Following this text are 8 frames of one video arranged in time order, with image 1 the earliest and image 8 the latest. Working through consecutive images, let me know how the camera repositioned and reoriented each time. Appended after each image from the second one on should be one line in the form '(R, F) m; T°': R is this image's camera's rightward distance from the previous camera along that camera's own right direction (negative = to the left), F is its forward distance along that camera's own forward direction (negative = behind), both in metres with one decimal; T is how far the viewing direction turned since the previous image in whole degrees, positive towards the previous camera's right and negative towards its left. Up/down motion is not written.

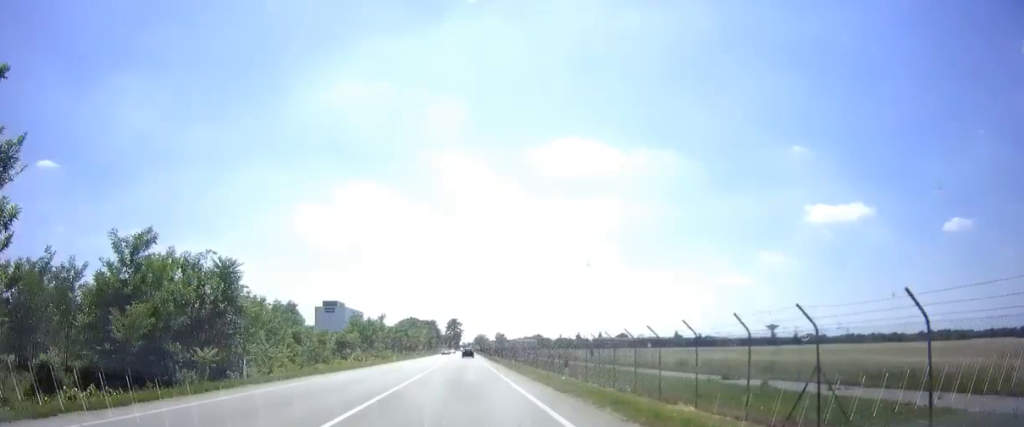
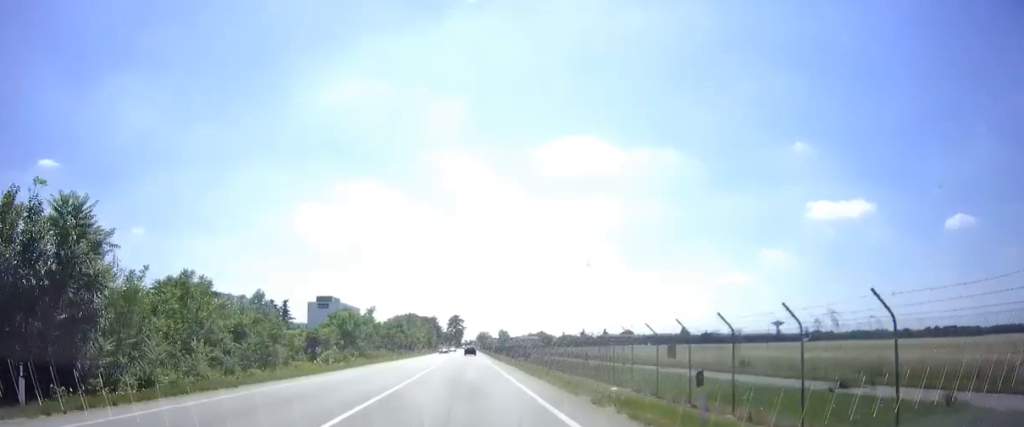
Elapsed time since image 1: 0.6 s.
(0.0, +11.3) m; 0°
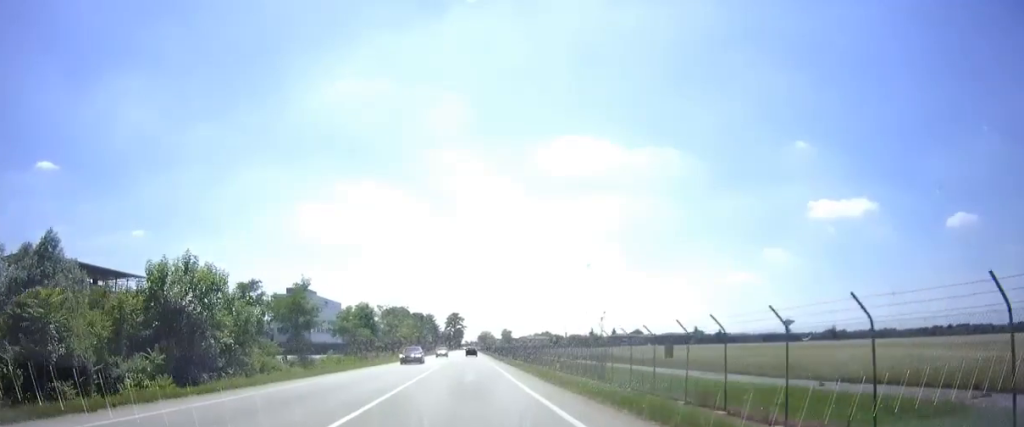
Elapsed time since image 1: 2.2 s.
(-0.1, +31.9) m; 0°
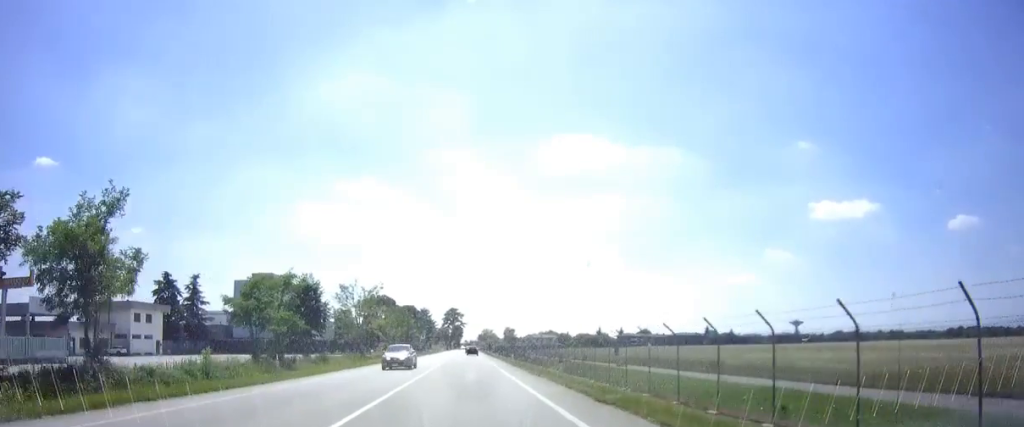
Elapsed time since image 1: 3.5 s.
(-0.2, +27.4) m; 0°
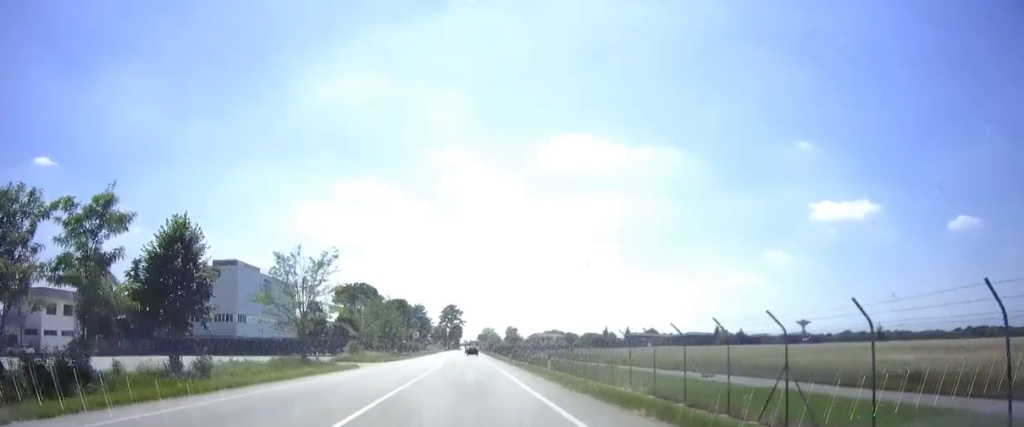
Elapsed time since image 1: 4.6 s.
(+0.2, +20.7) m; 0°
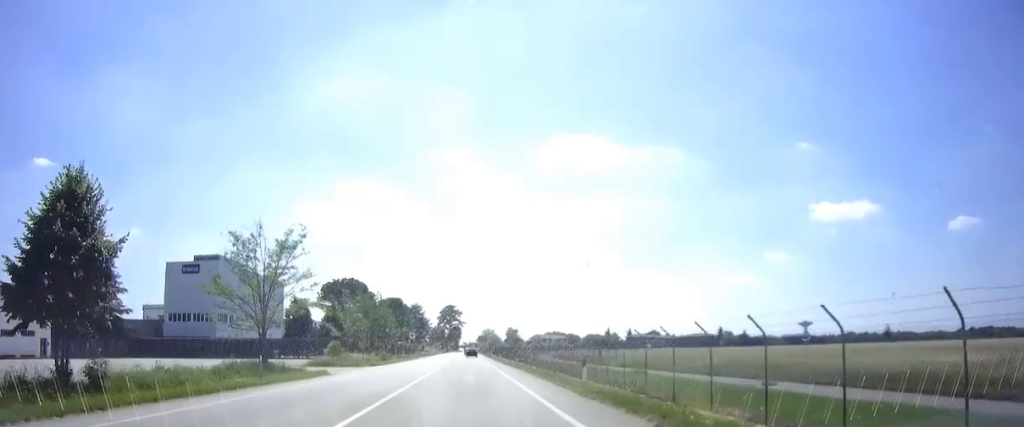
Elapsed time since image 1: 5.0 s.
(-0.1, +8.0) m; 0°
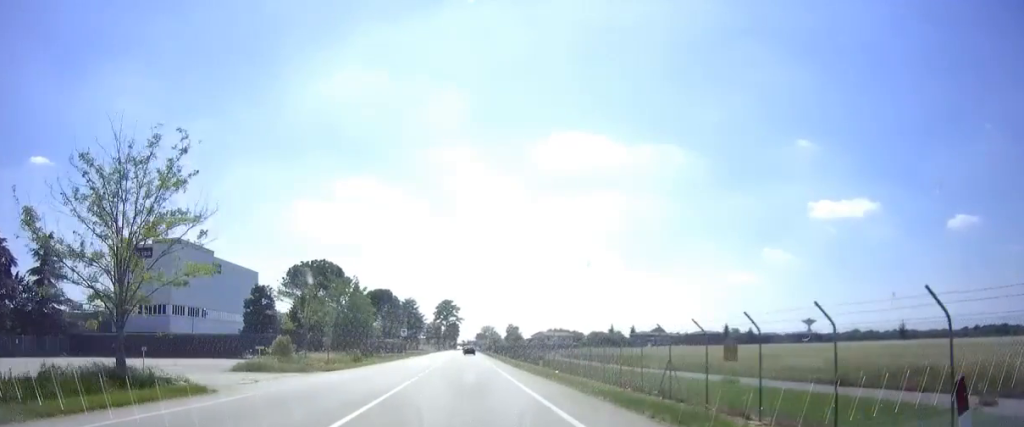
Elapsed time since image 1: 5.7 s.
(0.0, +15.4) m; 0°
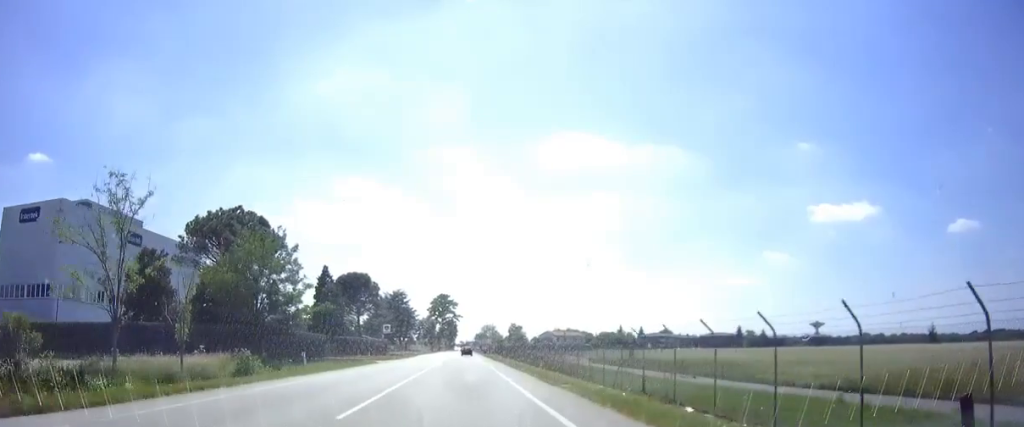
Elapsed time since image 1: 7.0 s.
(+0.1, +24.7) m; 0°
